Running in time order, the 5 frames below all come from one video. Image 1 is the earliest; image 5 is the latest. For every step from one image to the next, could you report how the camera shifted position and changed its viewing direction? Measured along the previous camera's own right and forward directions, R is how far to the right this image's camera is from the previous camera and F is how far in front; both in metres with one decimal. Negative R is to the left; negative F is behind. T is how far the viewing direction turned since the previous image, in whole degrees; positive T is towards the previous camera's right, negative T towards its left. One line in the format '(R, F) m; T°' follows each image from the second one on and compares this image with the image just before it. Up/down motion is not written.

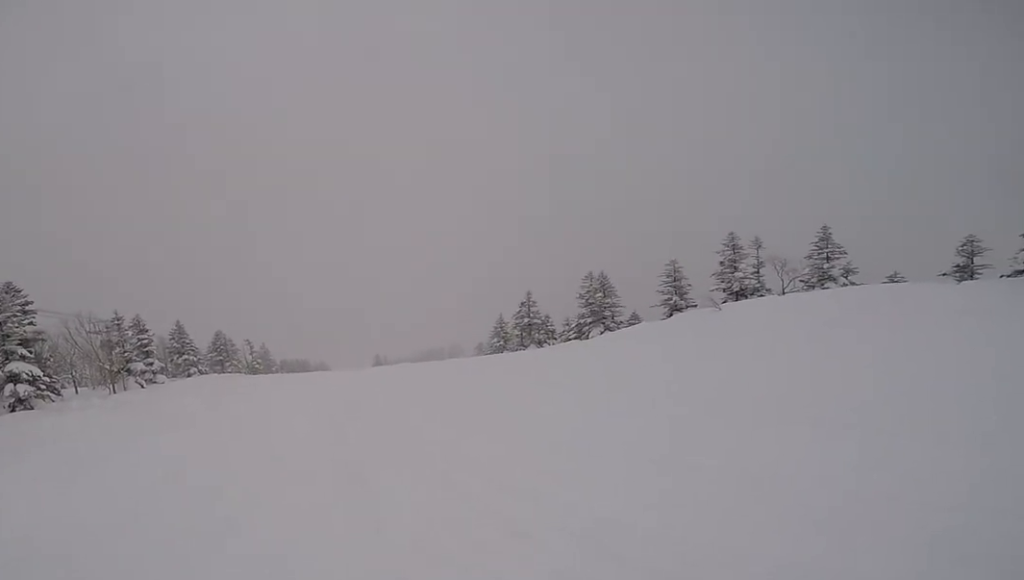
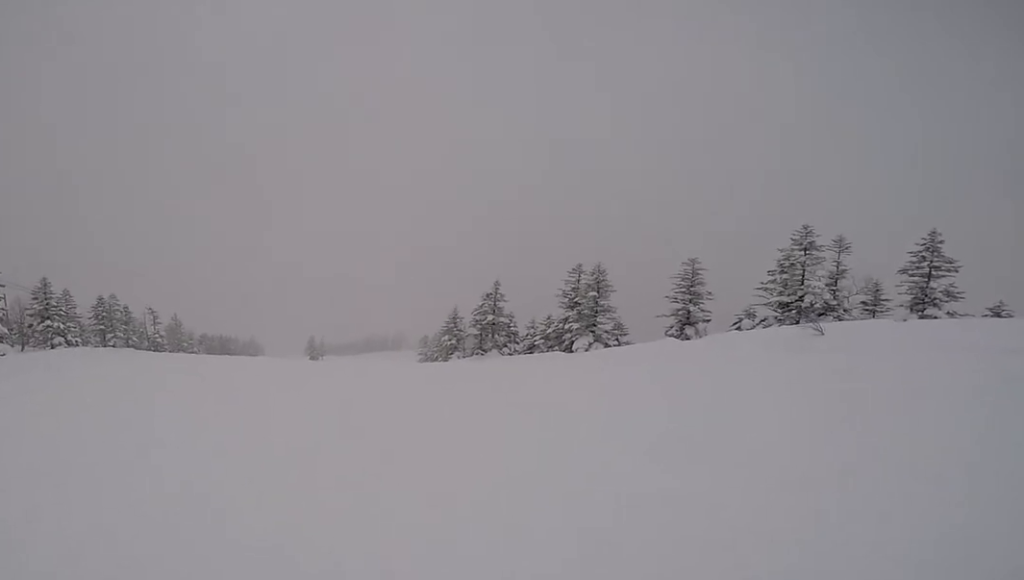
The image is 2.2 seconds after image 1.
(+2.7, +10.4) m; 0°
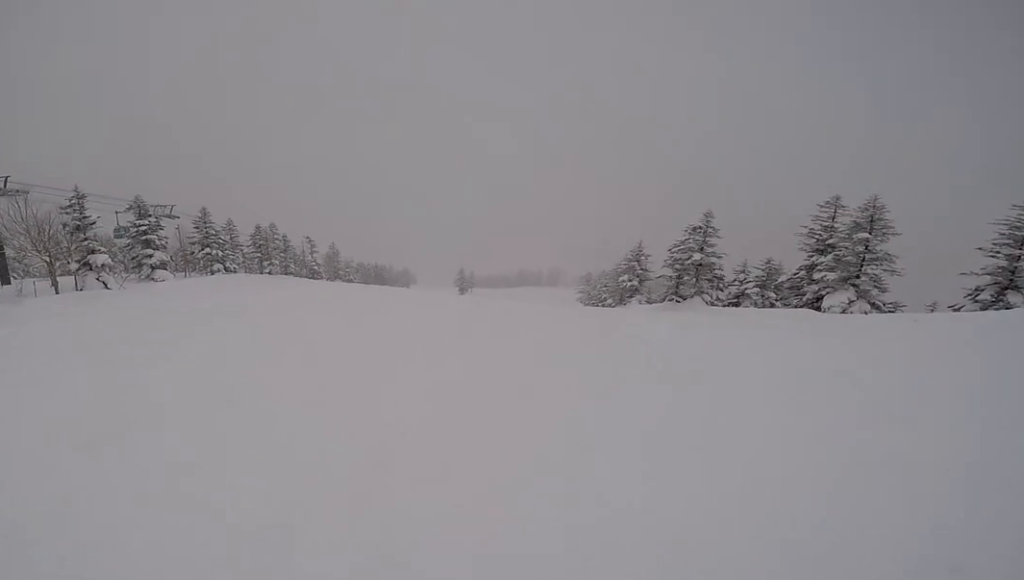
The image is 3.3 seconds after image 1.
(-1.1, +4.8) m; -7°
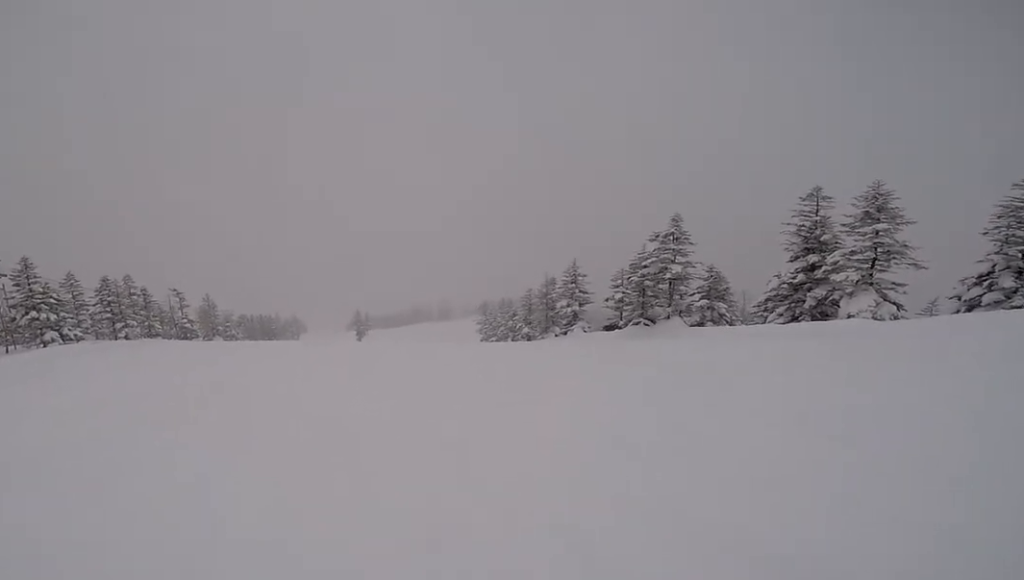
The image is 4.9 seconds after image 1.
(+0.7, +7.9) m; +12°
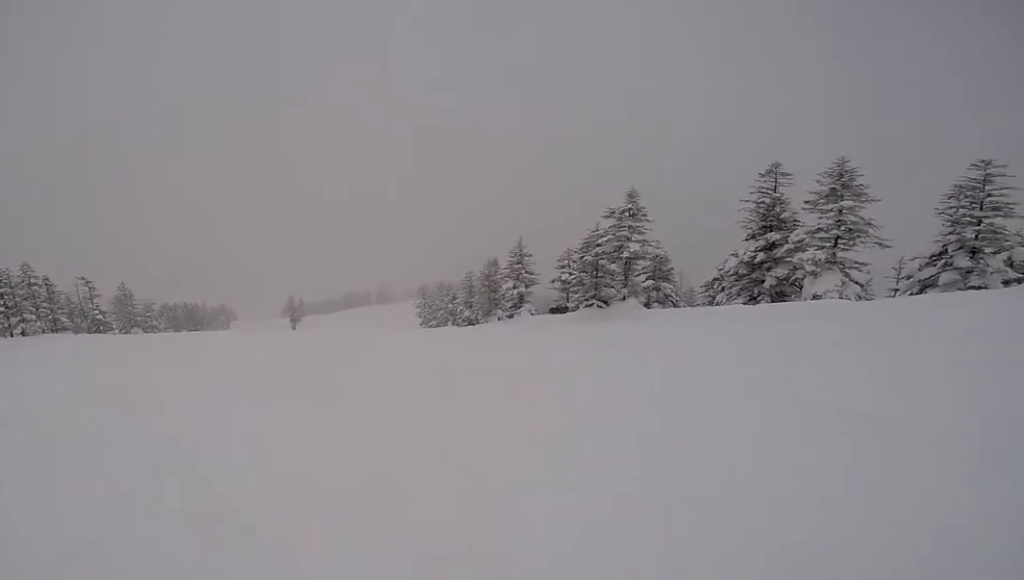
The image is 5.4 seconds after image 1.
(+0.2, +2.6) m; +1°
